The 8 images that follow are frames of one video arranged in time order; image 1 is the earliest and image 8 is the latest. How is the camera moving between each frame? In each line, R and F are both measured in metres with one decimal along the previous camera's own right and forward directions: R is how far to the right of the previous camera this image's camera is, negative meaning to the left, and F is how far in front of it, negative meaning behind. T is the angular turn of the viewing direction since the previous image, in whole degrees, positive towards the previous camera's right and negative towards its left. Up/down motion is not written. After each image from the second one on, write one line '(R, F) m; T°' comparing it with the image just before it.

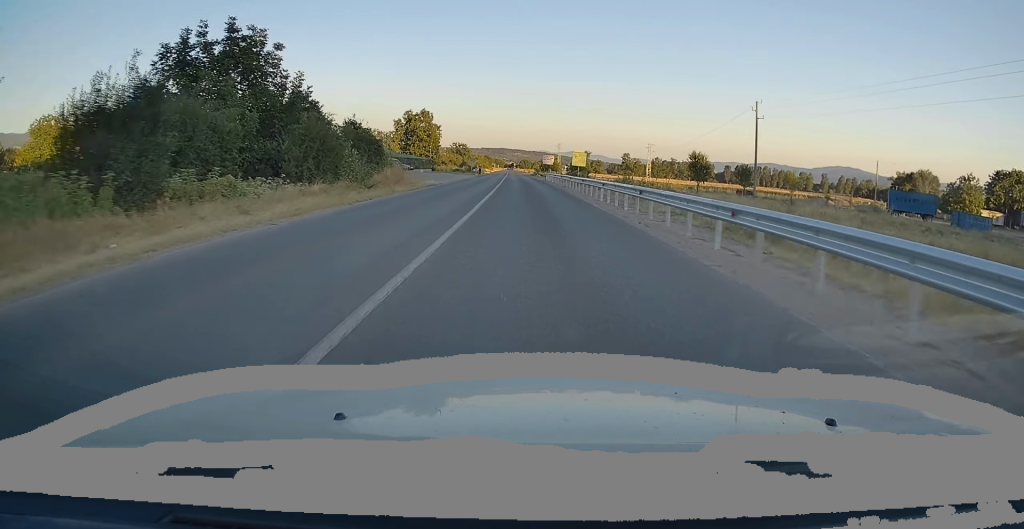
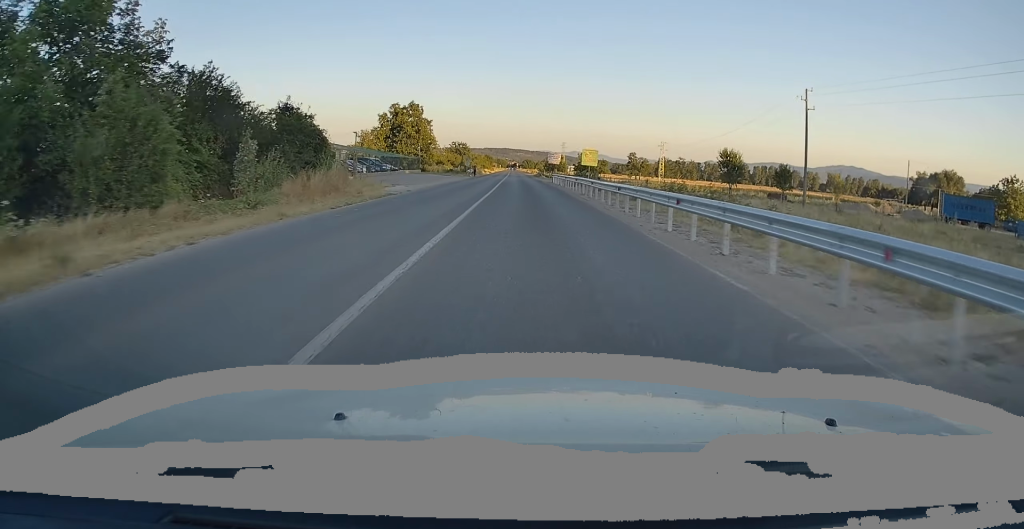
(+0.1, +12.3) m; 0°
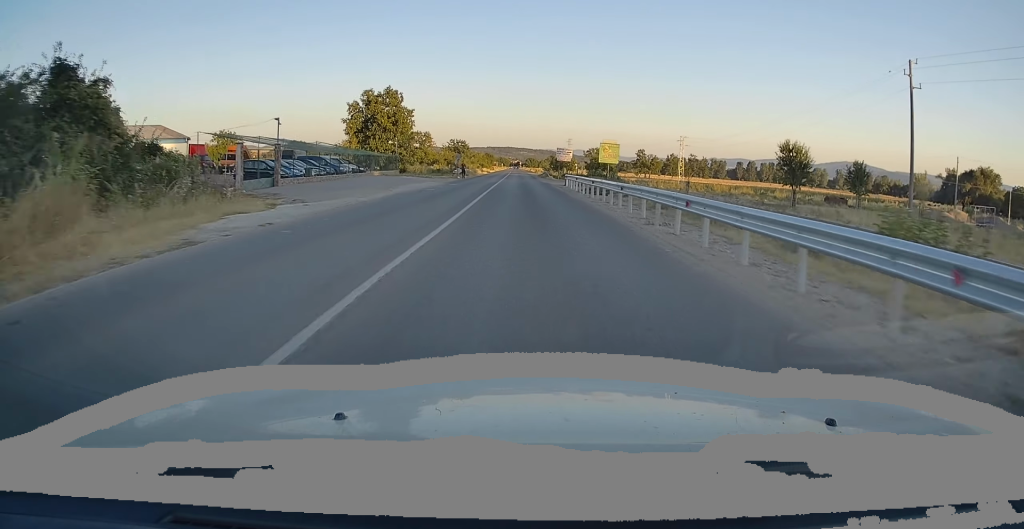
(-0.1, +17.3) m; -1°
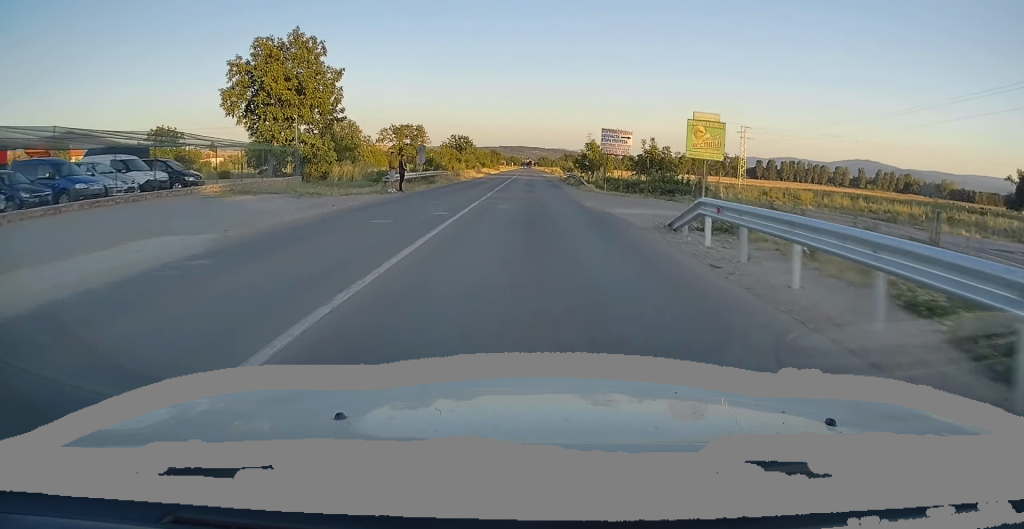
(-0.2, +33.5) m; -1°
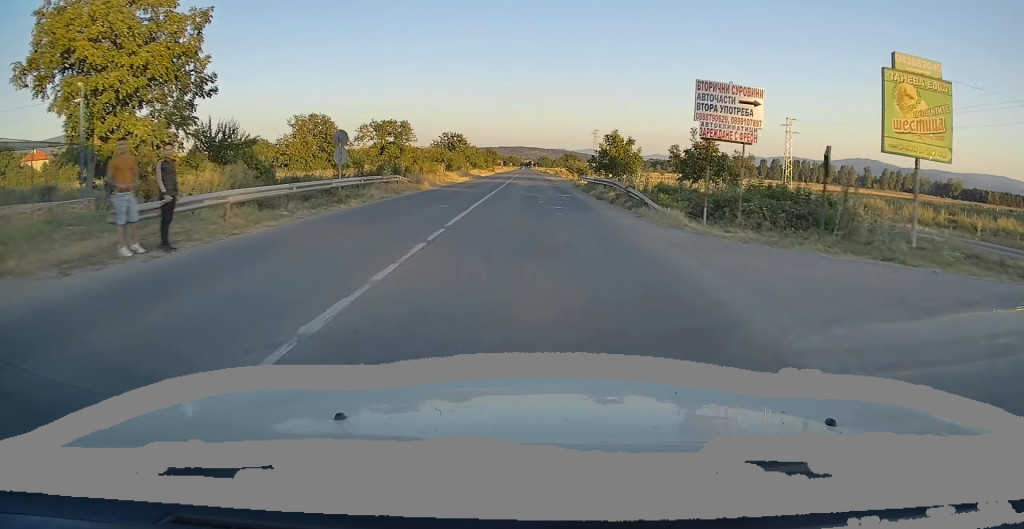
(-0.1, +19.5) m; 0°
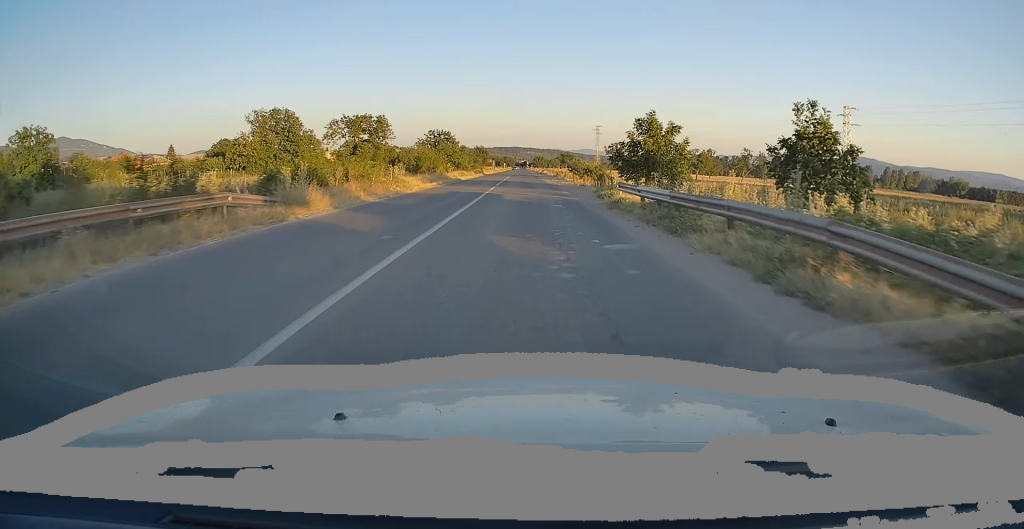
(+0.1, +18.5) m; 0°
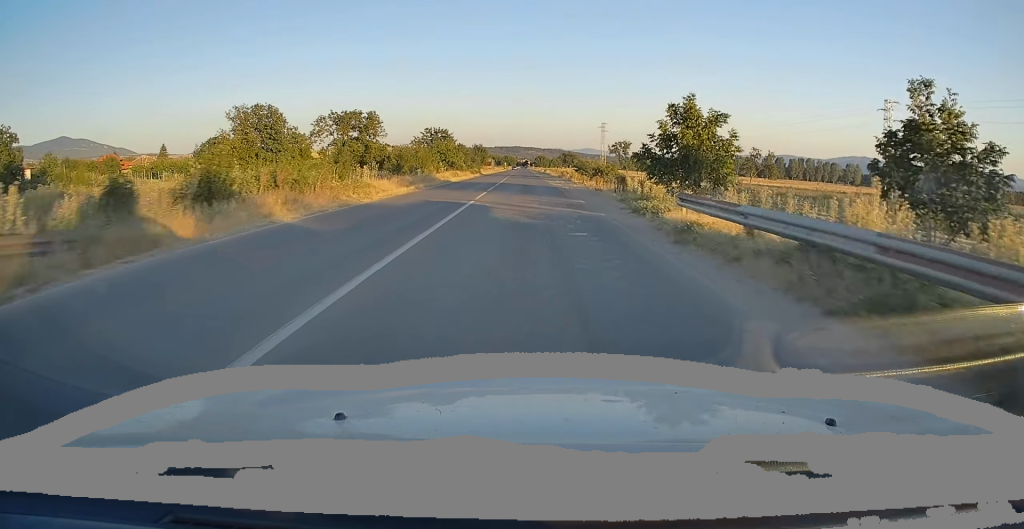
(0.0, +8.4) m; 0°
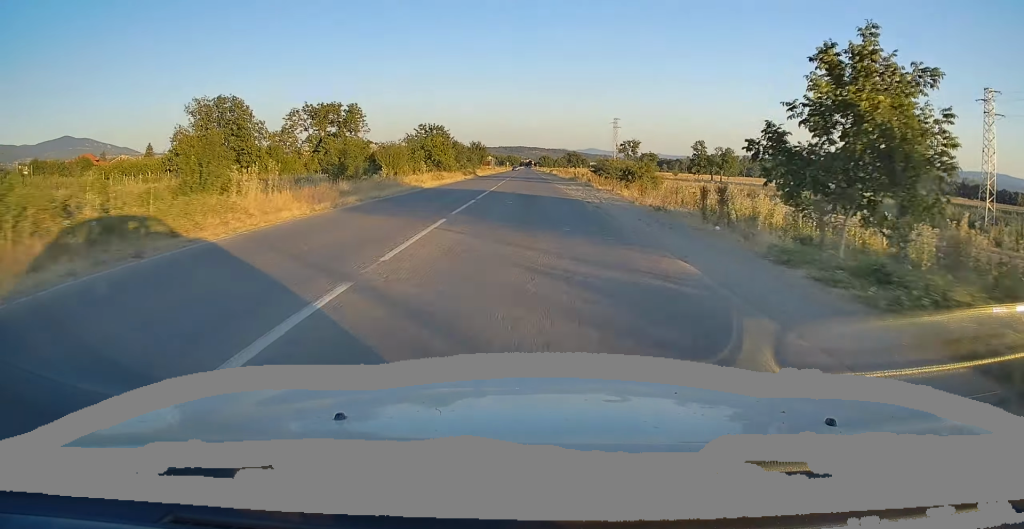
(-0.1, +15.4) m; 0°
